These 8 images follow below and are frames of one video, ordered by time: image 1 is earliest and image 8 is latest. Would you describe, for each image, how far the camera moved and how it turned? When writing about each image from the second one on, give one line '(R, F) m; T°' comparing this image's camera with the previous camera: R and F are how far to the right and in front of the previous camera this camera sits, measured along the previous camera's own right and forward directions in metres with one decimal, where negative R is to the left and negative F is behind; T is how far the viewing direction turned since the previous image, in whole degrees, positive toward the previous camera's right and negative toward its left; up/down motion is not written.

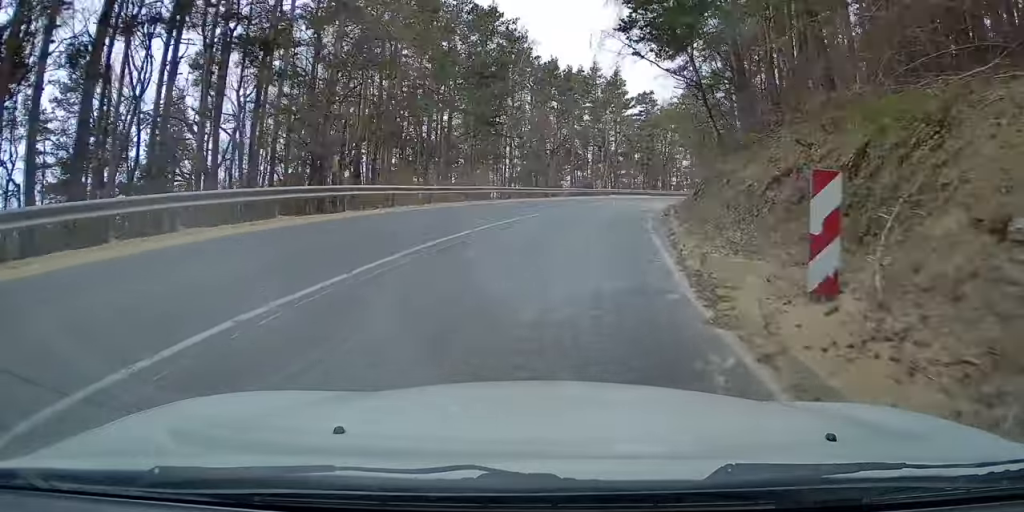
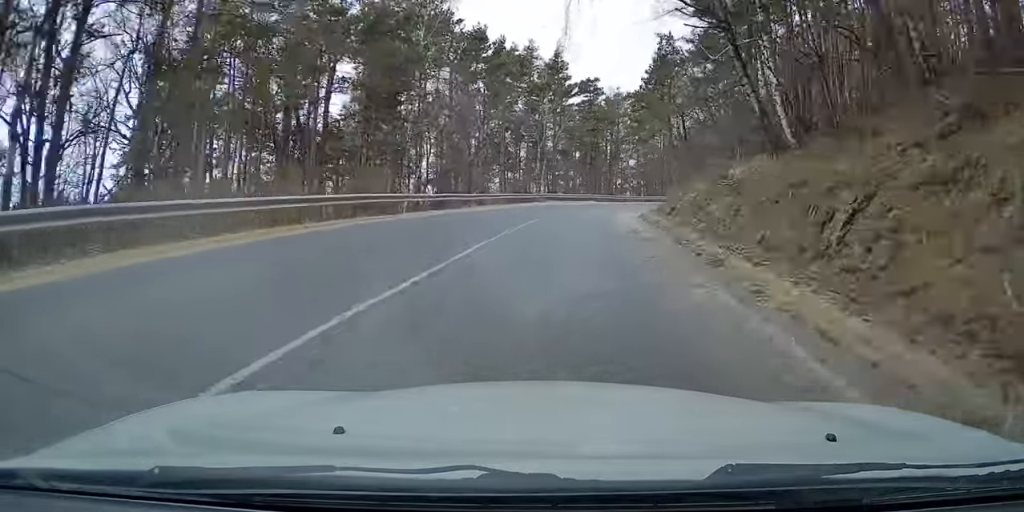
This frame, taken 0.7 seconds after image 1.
(+0.6, +14.4) m; +4°
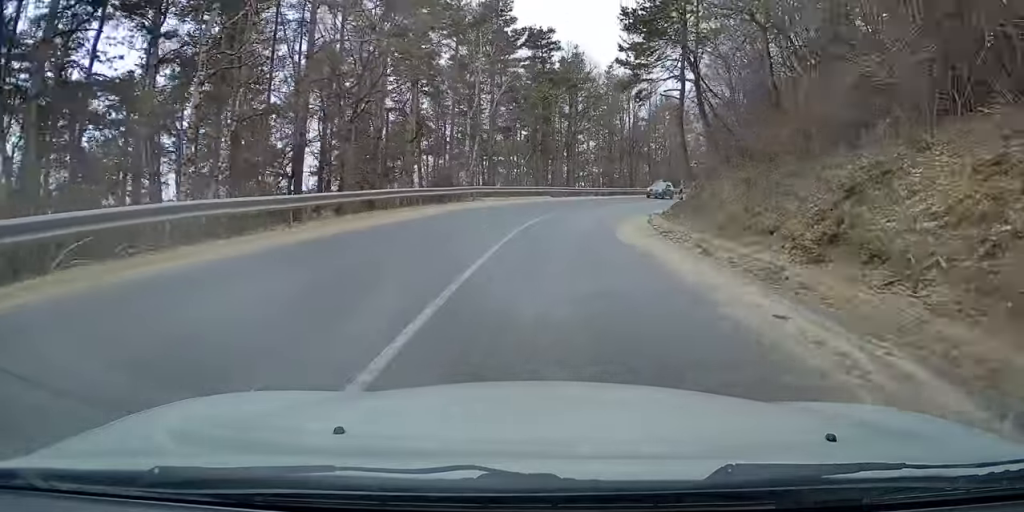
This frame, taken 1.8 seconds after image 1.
(+1.1, +20.8) m; +8°
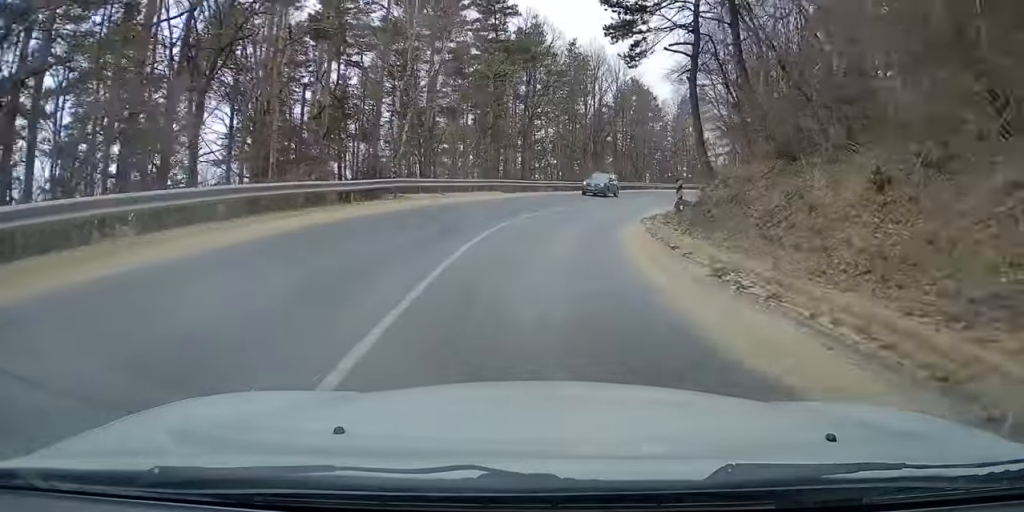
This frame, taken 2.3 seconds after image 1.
(-0.1, +9.7) m; +5°
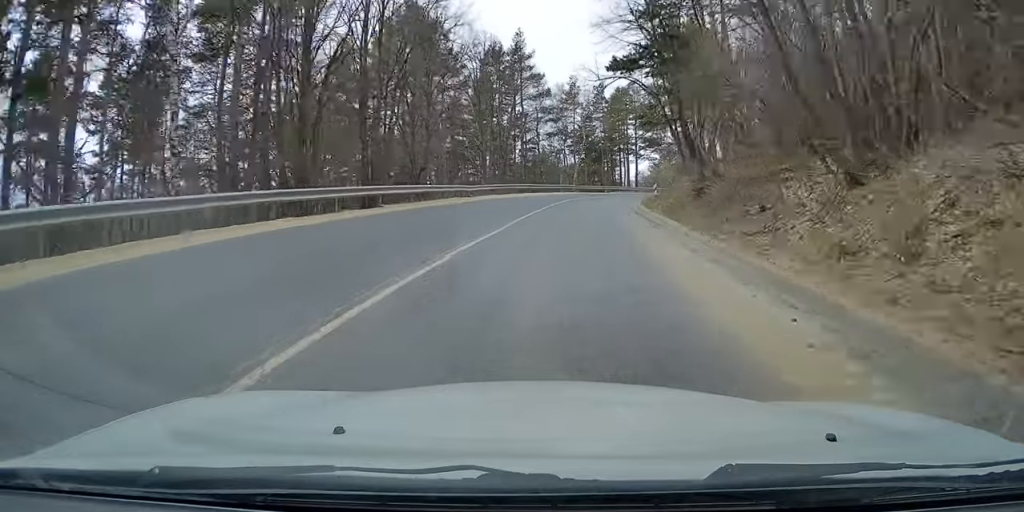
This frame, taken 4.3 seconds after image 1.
(+6.9, +38.6) m; +17°
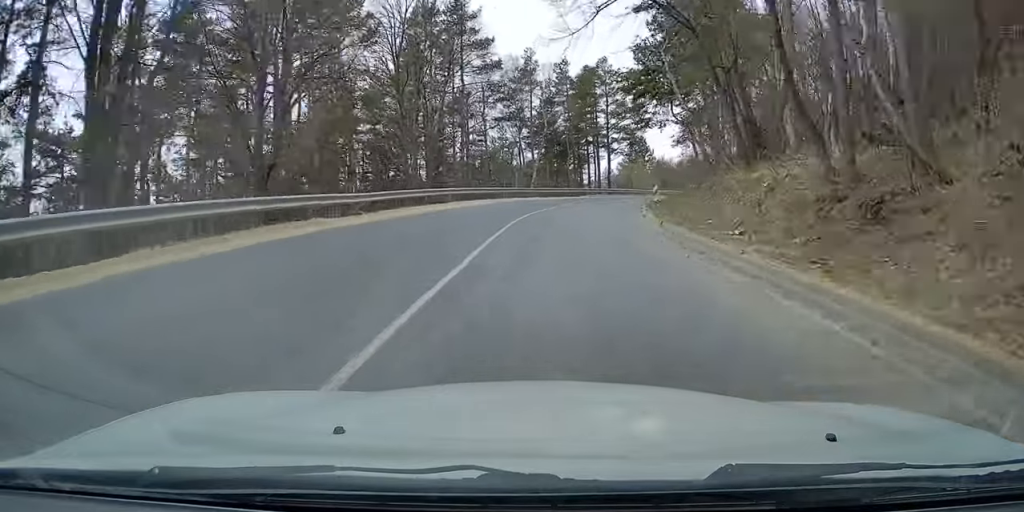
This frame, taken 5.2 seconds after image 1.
(+0.7, +16.8) m; +7°
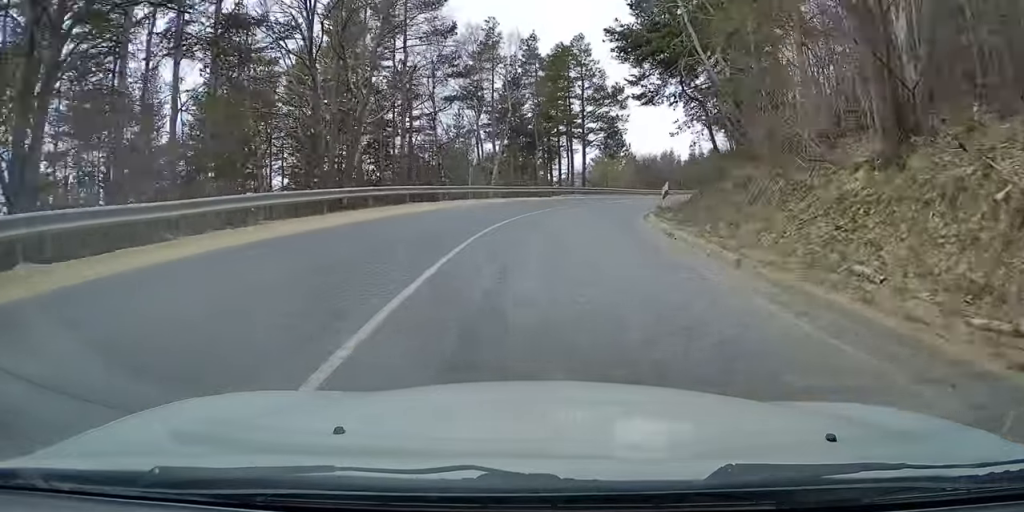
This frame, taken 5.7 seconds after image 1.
(+0.9, +10.1) m; +5°
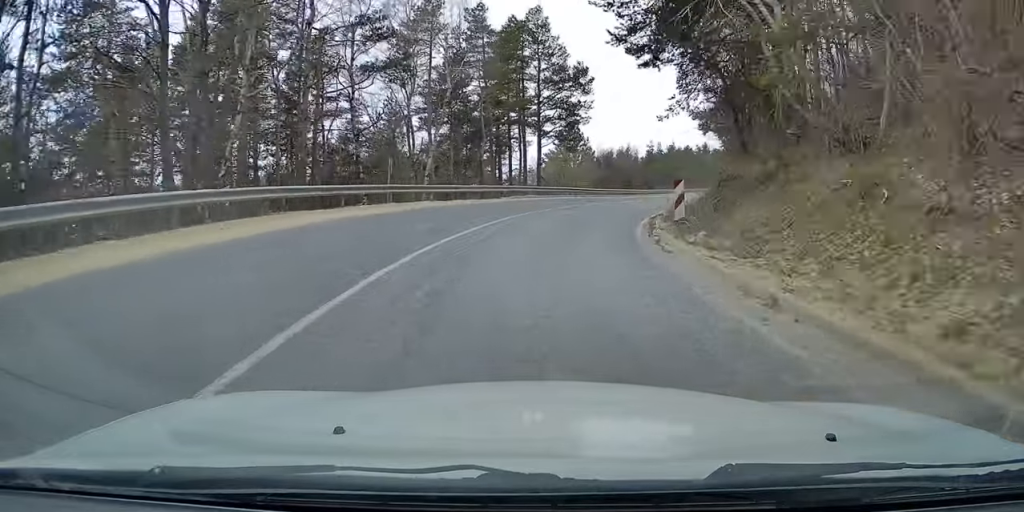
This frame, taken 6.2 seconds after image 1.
(+0.1, +8.9) m; +5°
